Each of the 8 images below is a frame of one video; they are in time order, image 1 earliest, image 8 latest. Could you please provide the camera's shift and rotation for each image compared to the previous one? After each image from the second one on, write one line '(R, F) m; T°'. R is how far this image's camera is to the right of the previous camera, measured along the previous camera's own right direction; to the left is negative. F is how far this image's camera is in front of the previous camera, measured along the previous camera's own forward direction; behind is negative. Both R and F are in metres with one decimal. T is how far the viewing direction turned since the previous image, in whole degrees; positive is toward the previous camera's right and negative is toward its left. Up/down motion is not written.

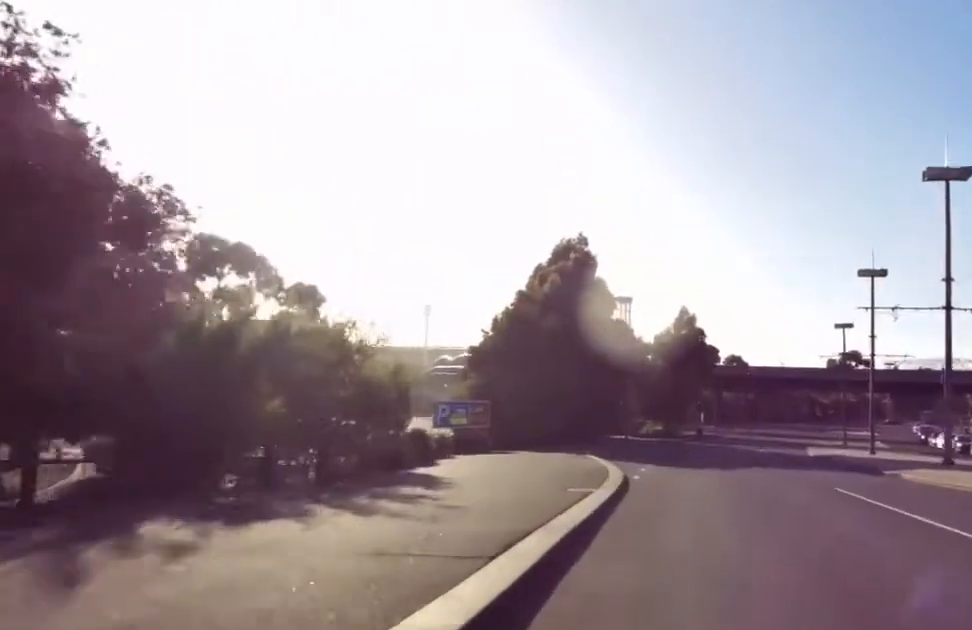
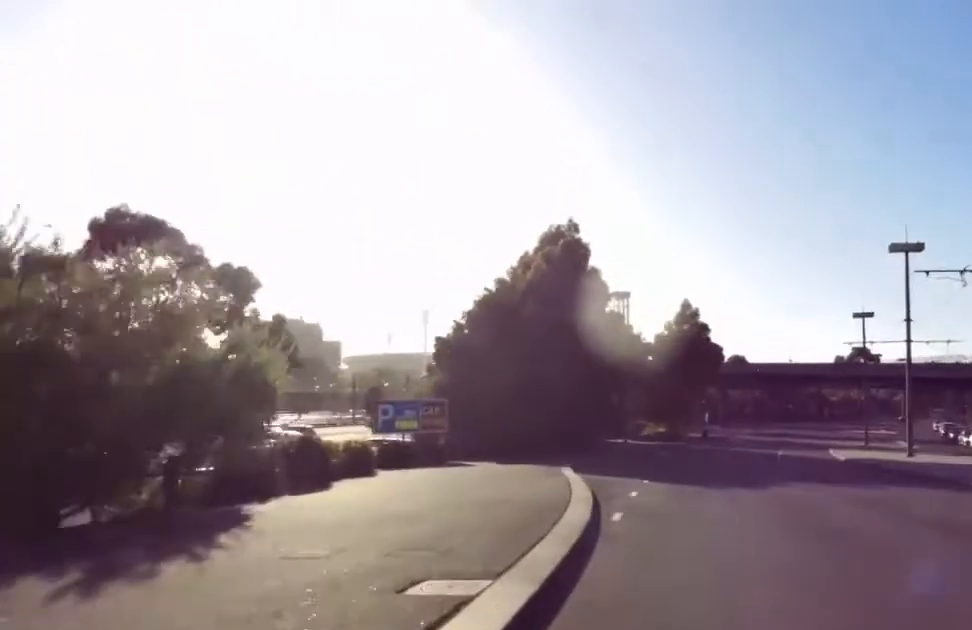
(-0.4, +6.7) m; 0°
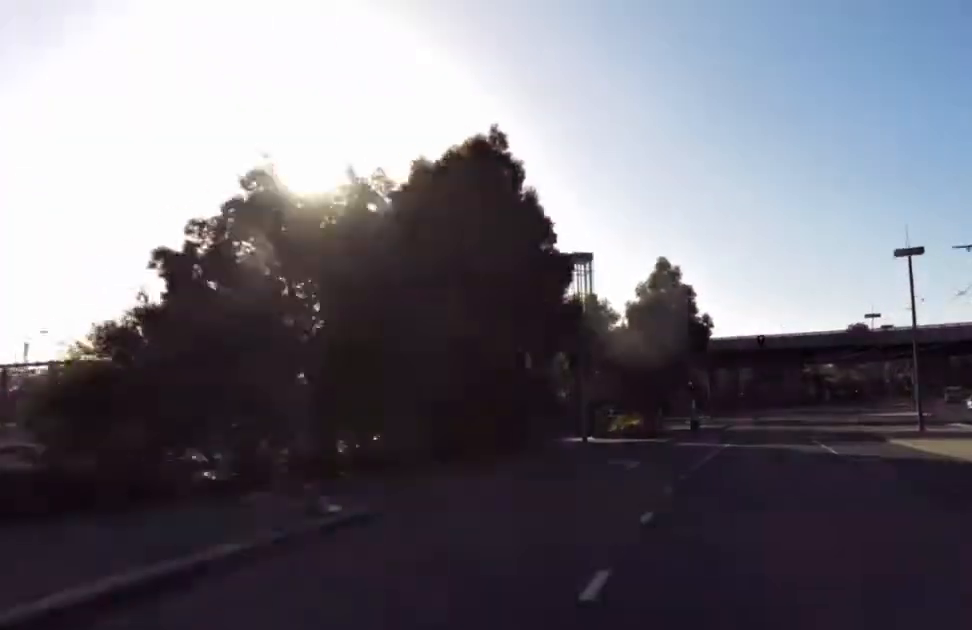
(+1.1, +19.0) m; +10°
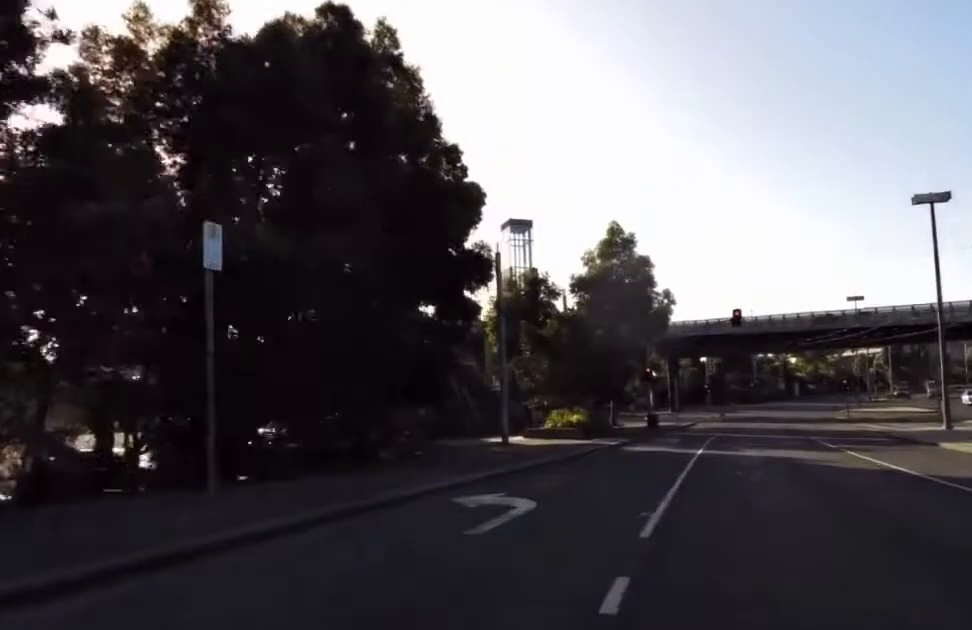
(+1.3, +11.0) m; -1°
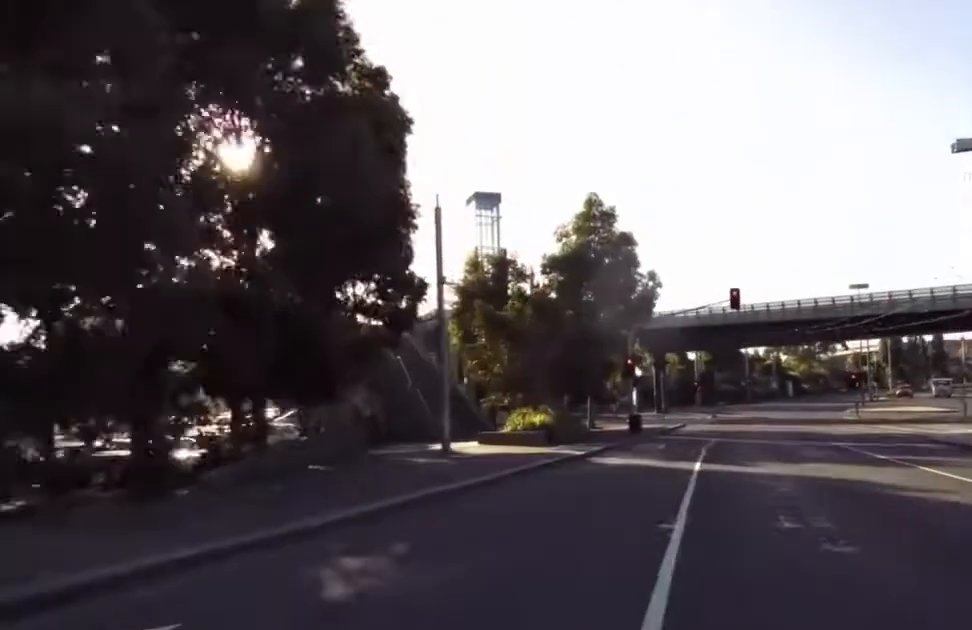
(-1.4, +6.5) m; 0°
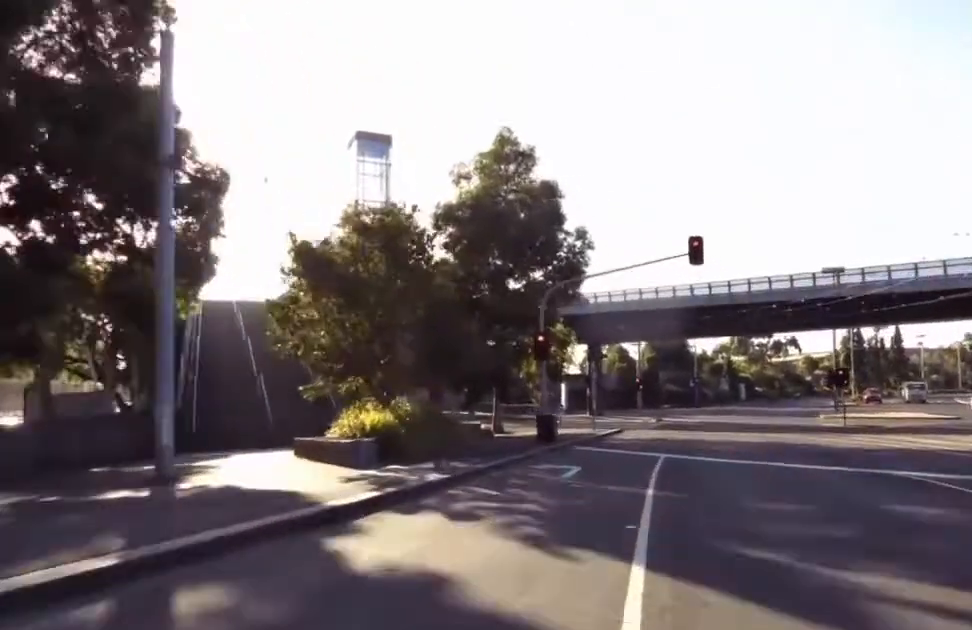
(+1.6, +11.3) m; +8°
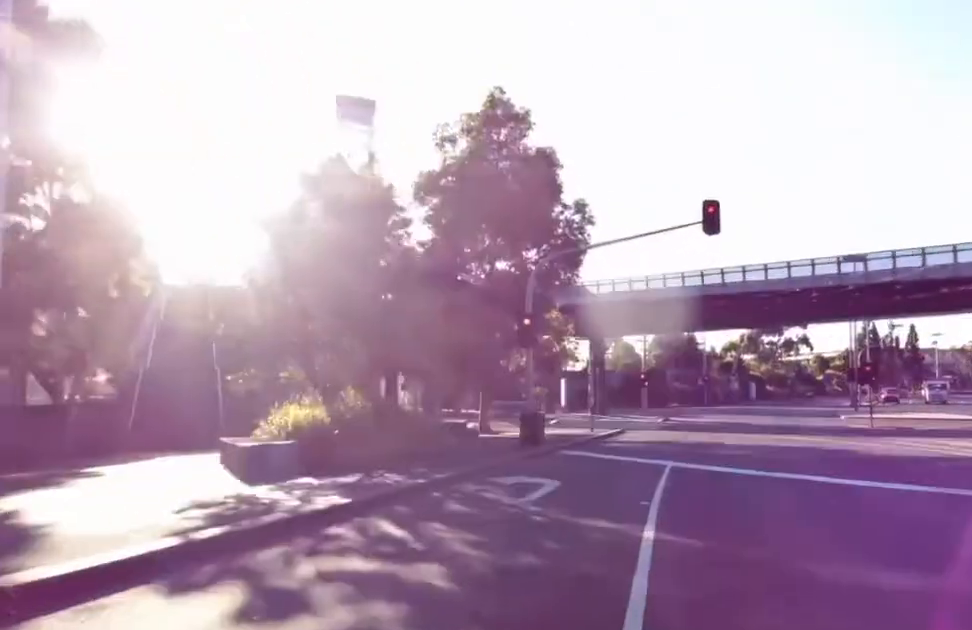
(-0.2, +3.9) m; -2°
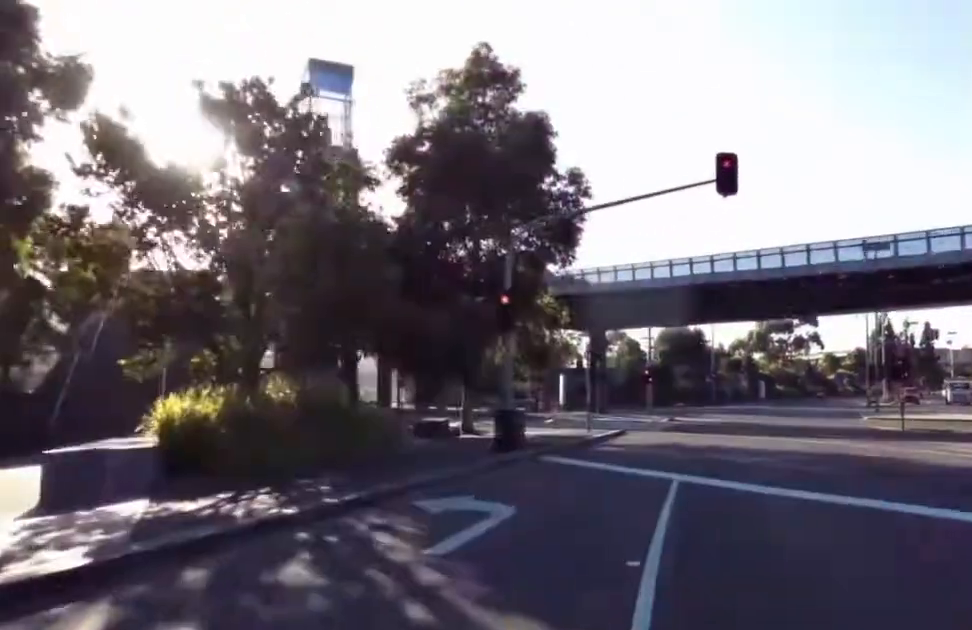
(0.0, +3.5) m; +2°
